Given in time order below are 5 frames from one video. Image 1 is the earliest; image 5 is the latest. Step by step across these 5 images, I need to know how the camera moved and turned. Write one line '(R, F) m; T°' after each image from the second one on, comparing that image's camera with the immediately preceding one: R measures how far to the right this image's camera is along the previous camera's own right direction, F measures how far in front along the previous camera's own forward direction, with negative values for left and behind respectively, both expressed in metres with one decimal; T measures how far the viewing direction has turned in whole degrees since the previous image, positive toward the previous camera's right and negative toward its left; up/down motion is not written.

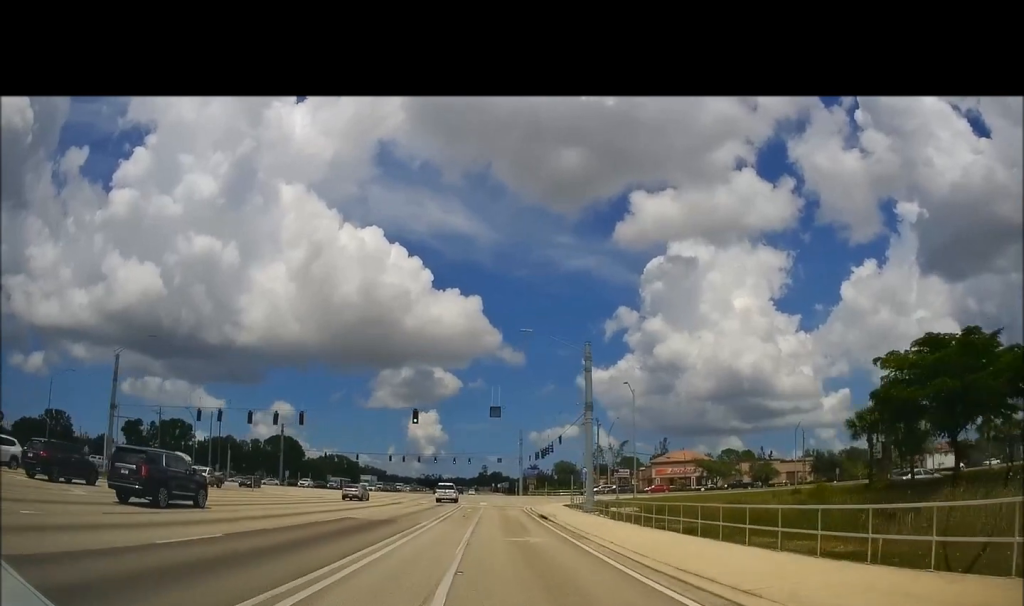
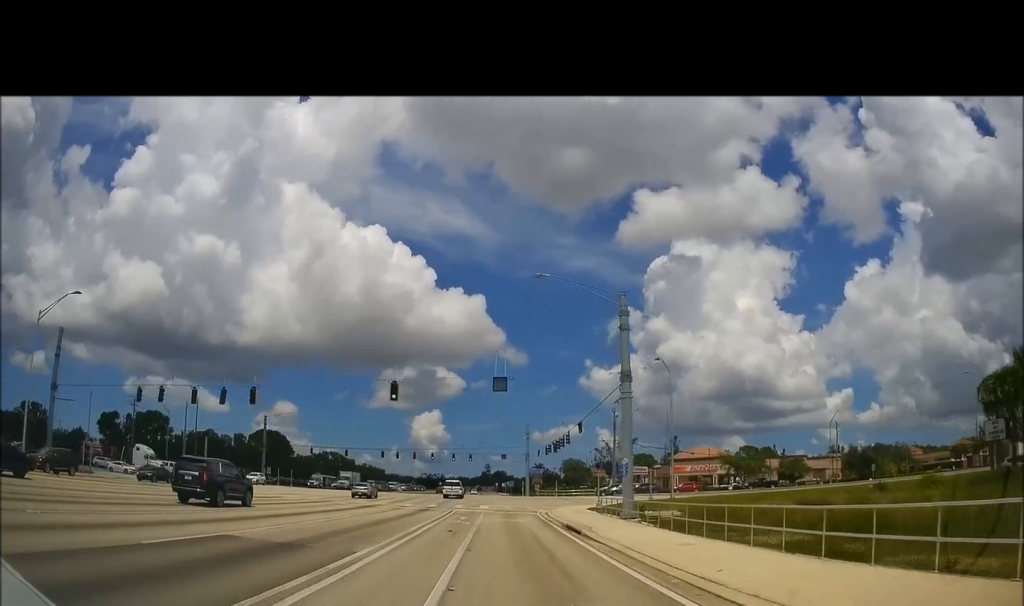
(0.0, +14.6) m; 0°
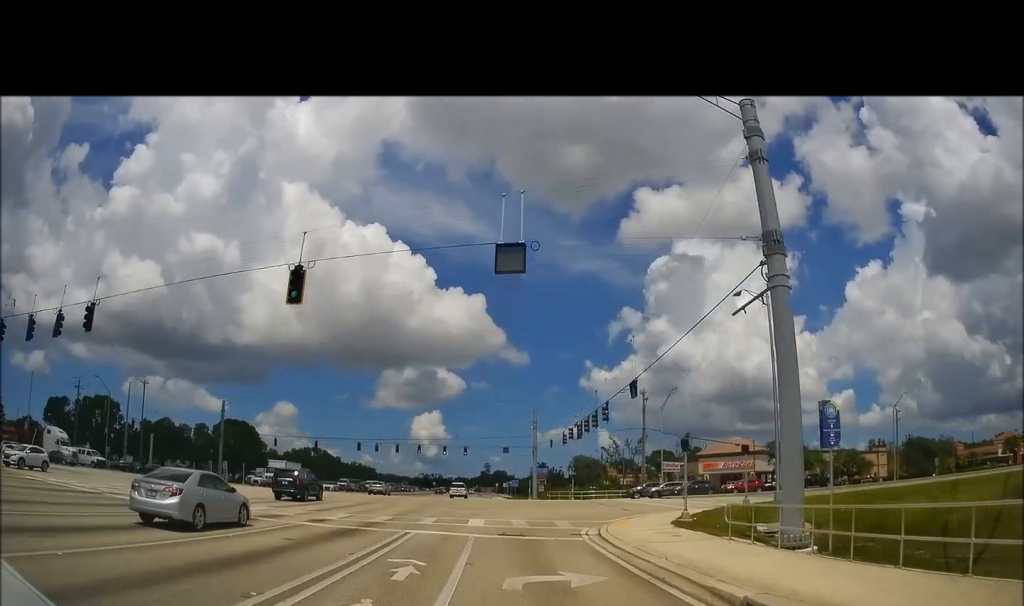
(0.0, +23.3) m; 0°
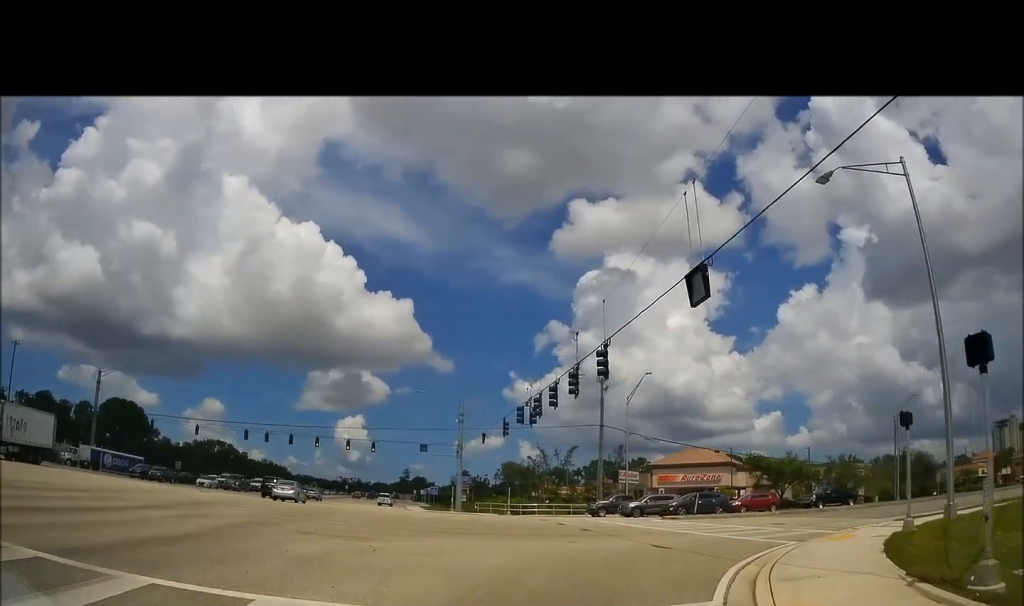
(0.0, +22.3) m; +3°
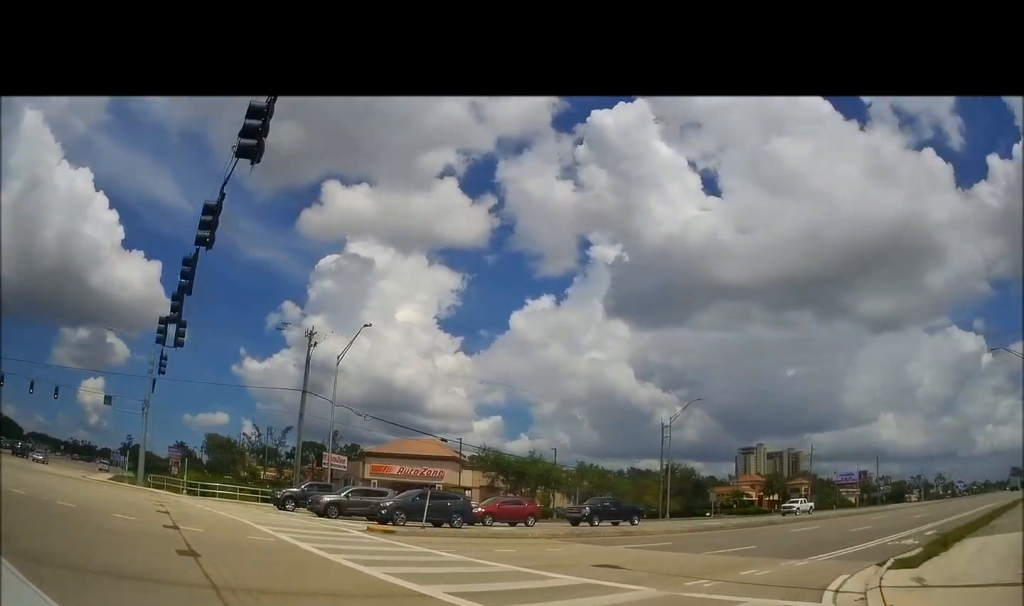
(+2.3, +17.2) m; +20°
